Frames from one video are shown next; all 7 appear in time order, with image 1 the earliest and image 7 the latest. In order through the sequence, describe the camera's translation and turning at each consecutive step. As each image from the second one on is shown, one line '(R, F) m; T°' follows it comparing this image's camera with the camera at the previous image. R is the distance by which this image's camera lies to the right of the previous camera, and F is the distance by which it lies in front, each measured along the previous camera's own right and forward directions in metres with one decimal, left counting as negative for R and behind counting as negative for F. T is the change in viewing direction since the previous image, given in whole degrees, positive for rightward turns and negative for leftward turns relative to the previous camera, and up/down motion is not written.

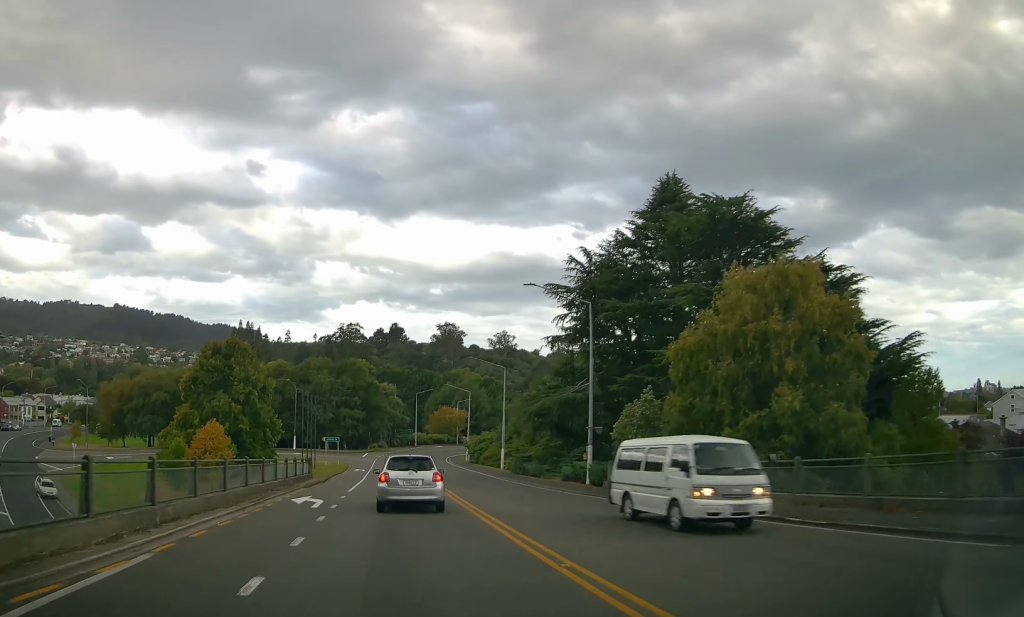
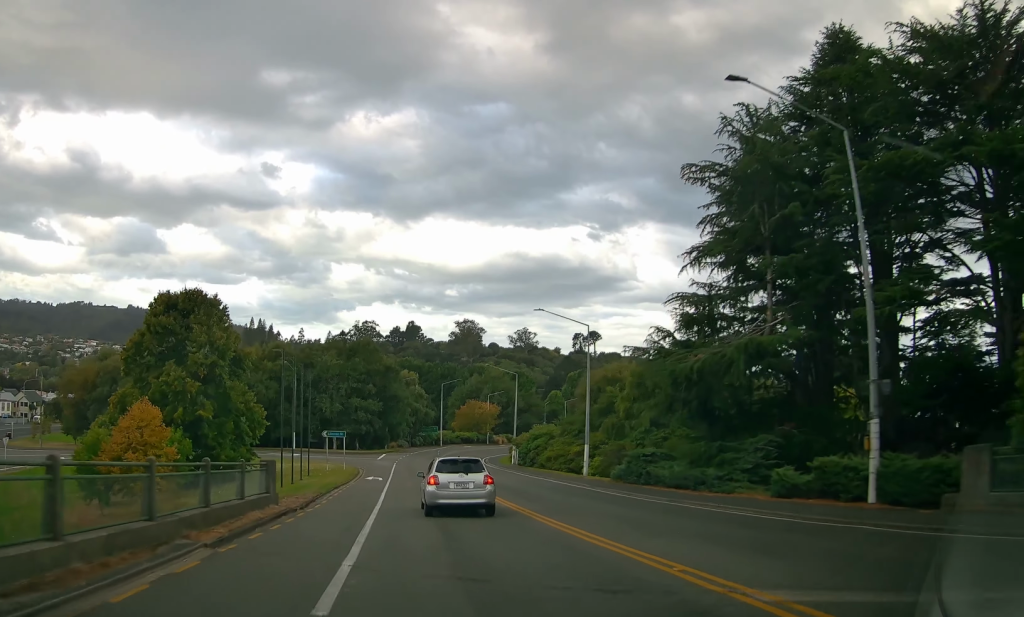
(+0.5, +20.8) m; 0°
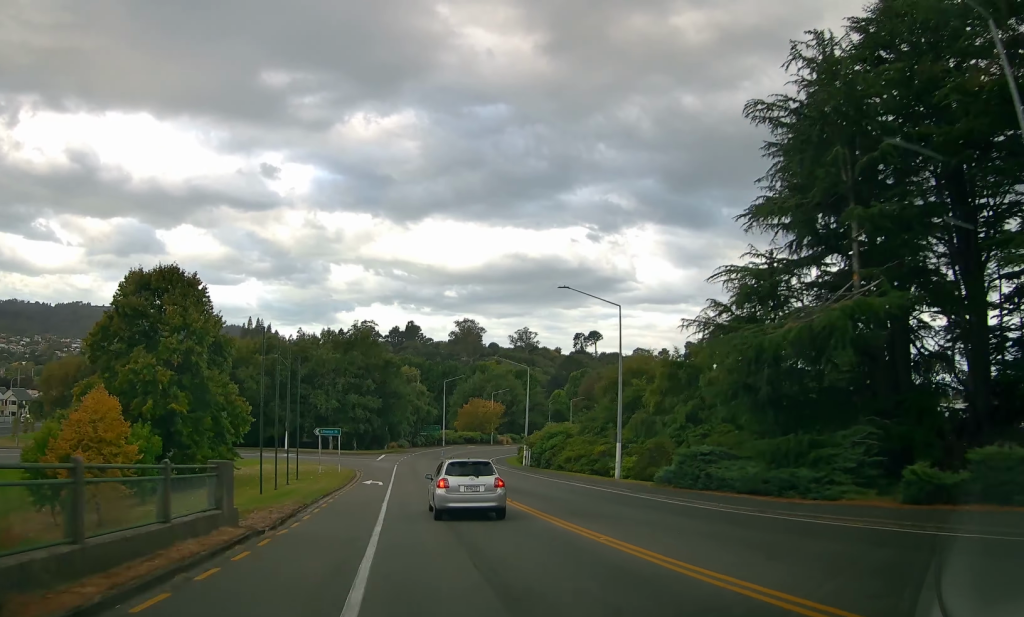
(-0.2, +5.7) m; -1°
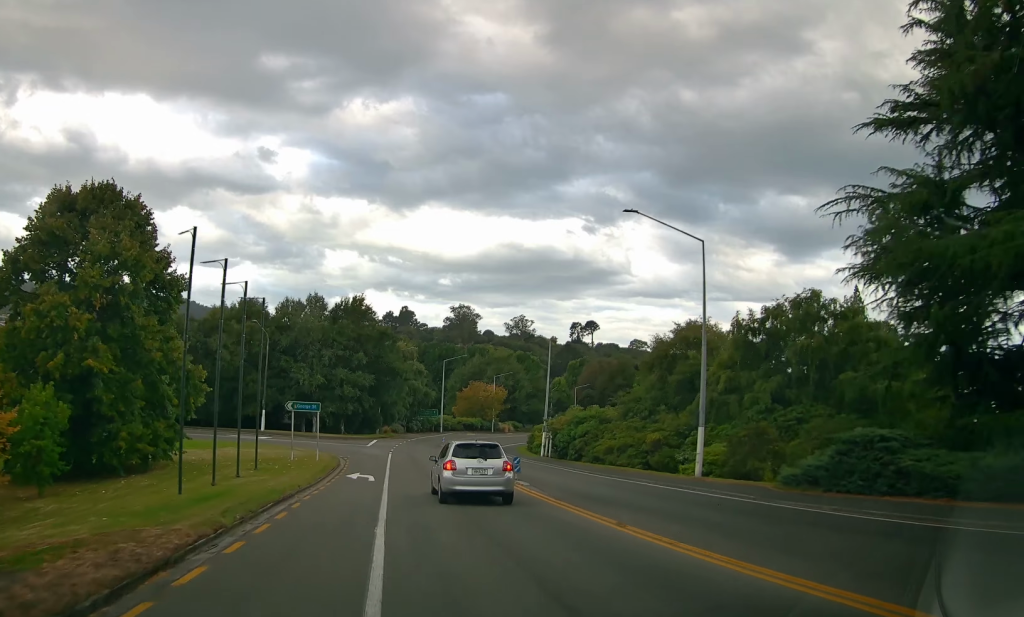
(-0.1, +10.1) m; -1°
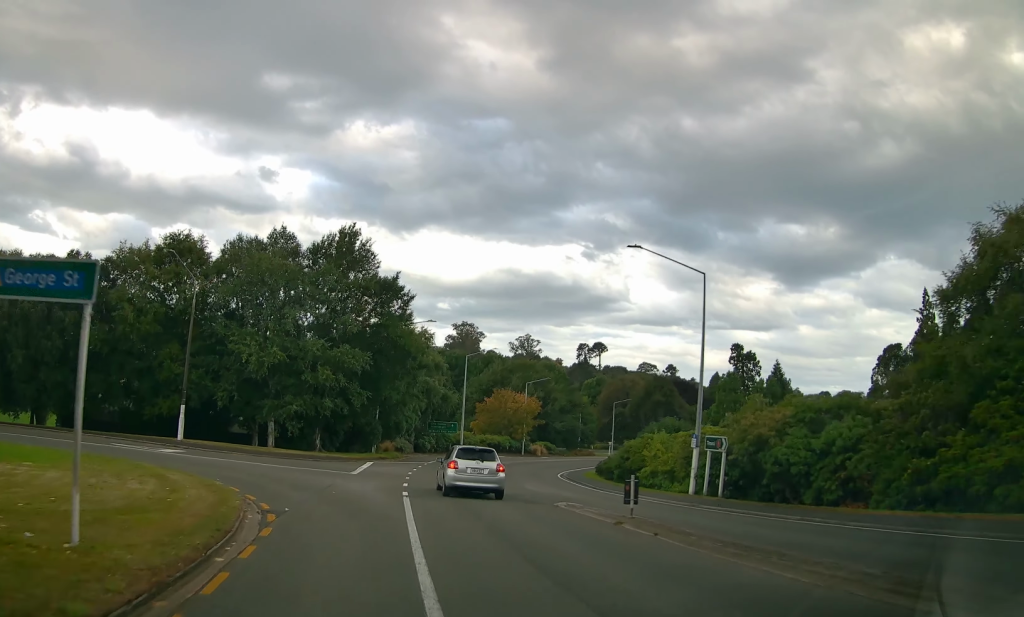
(+0.4, +27.5) m; -3°
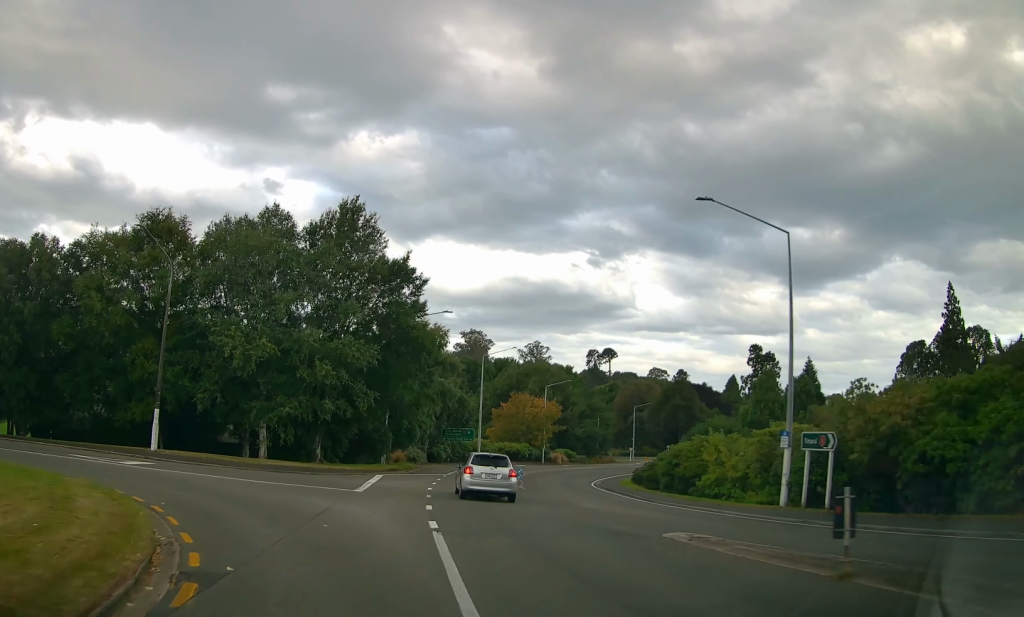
(-0.8, +5.9) m; -4°
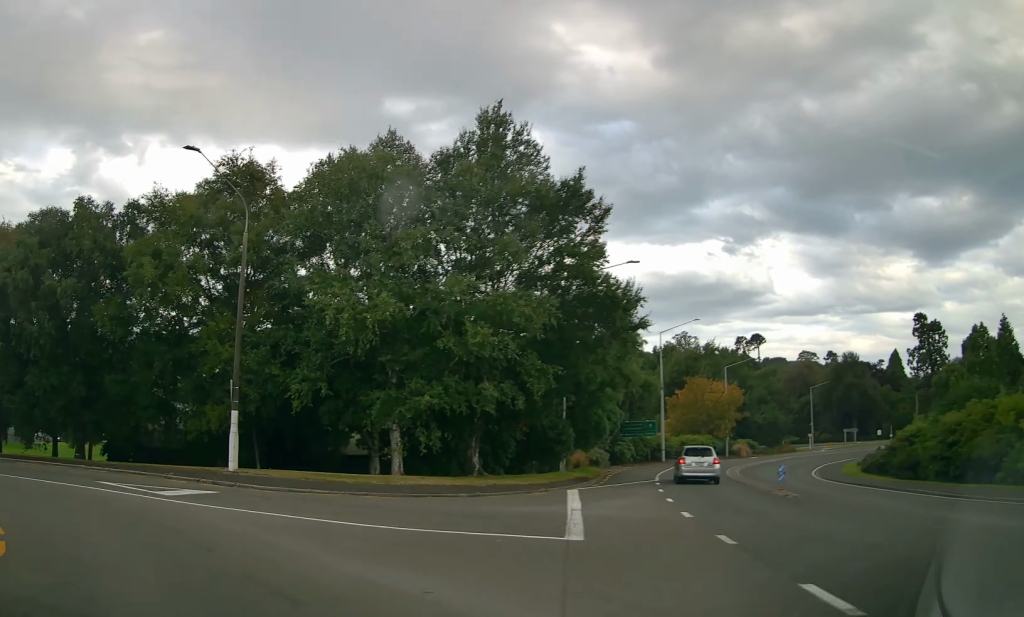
(-0.3, +11.0) m; -12°
